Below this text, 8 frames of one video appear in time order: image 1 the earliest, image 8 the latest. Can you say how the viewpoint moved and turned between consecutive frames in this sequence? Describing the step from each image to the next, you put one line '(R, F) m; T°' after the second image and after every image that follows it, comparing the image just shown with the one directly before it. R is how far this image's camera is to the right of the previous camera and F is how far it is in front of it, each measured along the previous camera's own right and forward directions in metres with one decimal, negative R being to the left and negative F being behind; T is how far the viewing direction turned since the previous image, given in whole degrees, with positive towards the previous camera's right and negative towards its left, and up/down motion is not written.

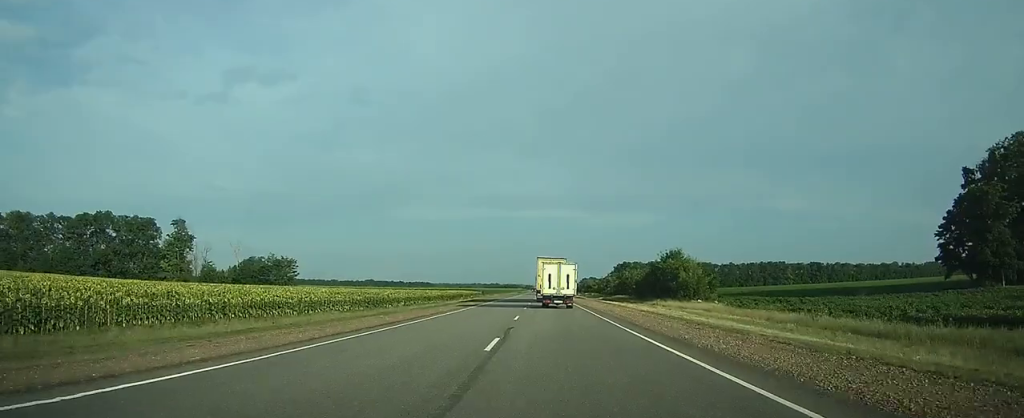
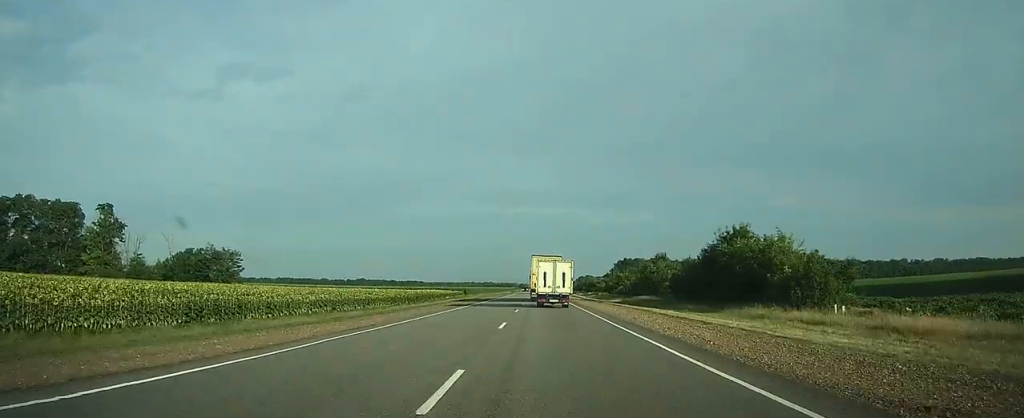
(0.0, +26.1) m; 0°
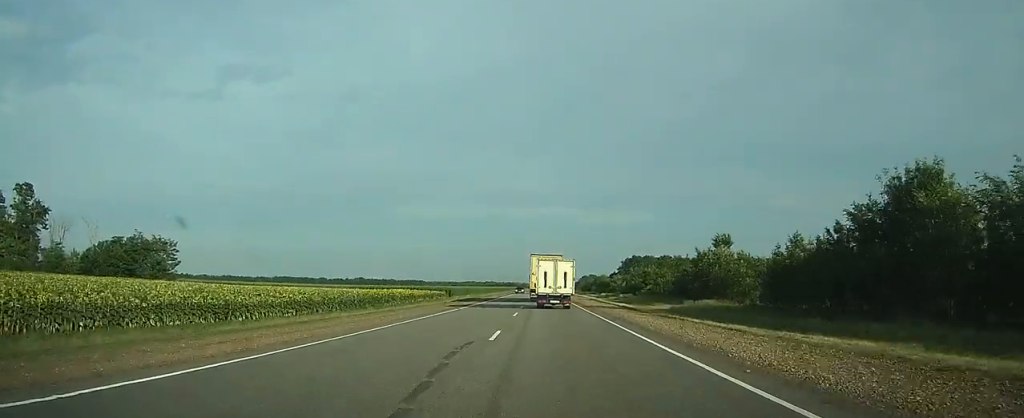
(0.0, +22.3) m; 0°
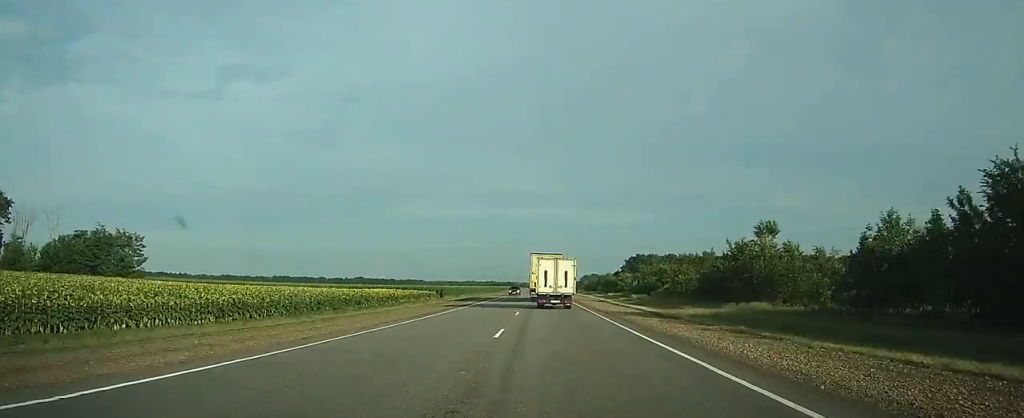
(0.0, +9.0) m; 0°
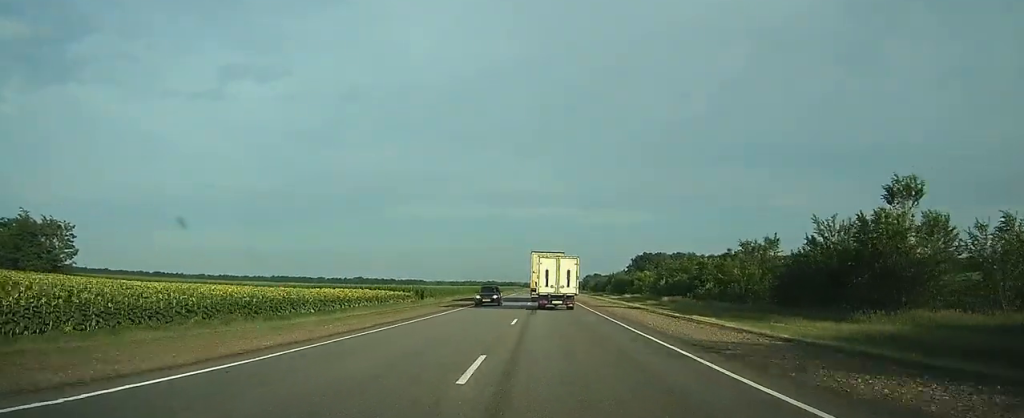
(0.0, +15.9) m; 0°
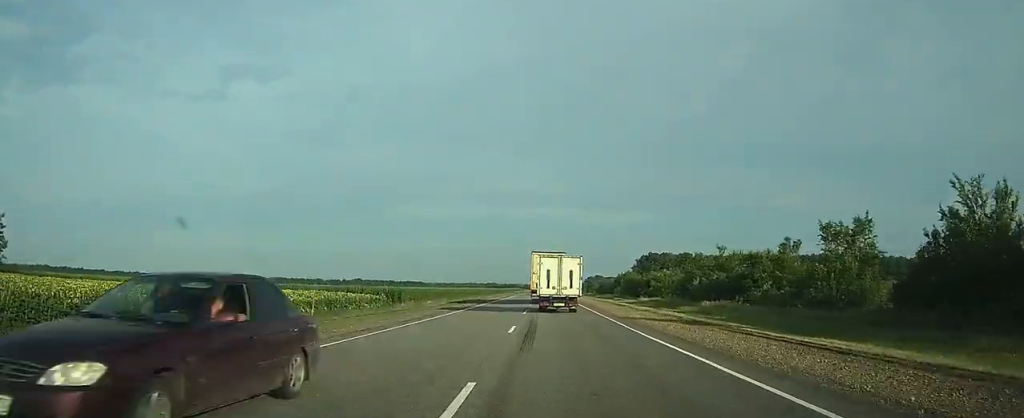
(0.0, +15.0) m; 0°
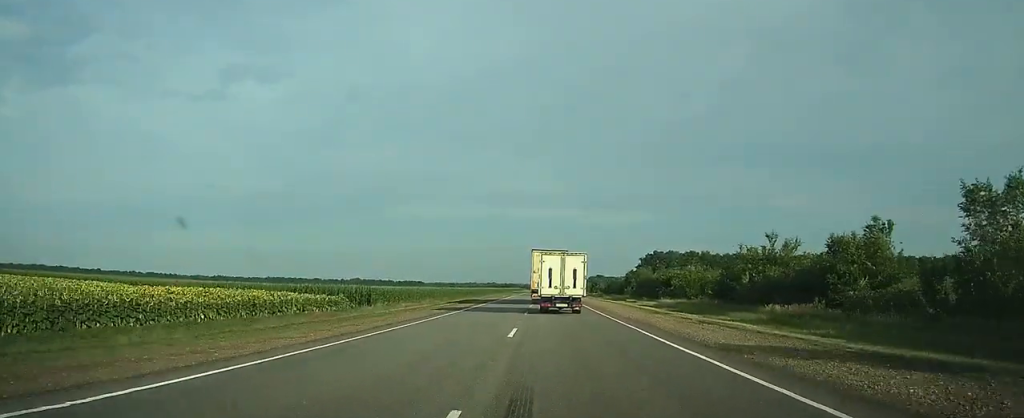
(0.0, +13.9) m; 0°
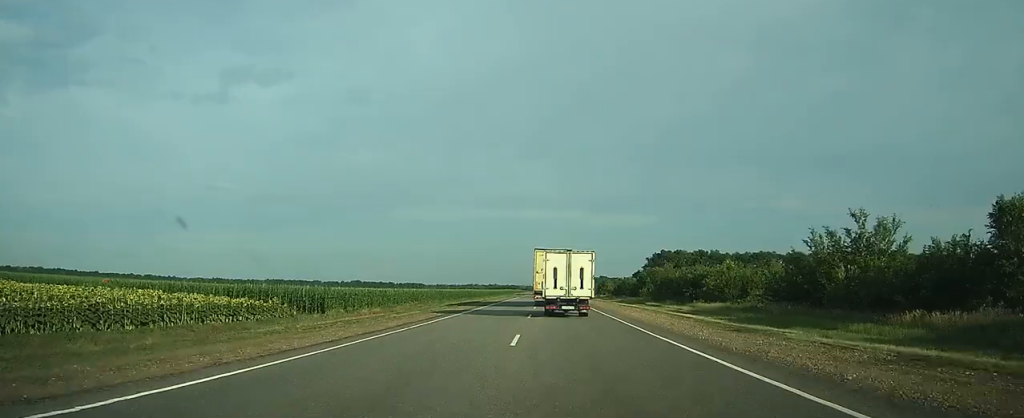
(0.0, +15.5) m; 0°
